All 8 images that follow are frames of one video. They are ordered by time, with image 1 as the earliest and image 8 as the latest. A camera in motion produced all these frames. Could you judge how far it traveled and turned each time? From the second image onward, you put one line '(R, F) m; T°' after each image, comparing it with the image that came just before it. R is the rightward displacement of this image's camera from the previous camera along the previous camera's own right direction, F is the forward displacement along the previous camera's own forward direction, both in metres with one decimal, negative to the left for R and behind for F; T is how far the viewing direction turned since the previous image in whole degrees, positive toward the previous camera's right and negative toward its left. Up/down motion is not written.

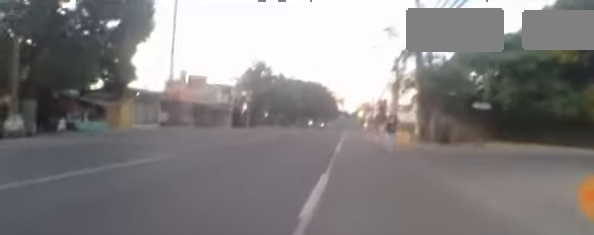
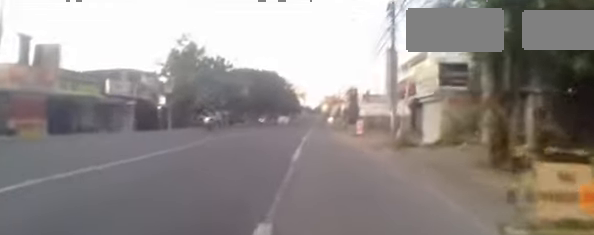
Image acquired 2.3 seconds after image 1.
(-0.5, +13.7) m; -8°
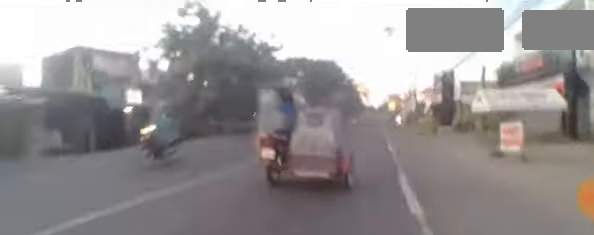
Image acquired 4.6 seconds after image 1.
(+0.1, +14.3) m; +4°
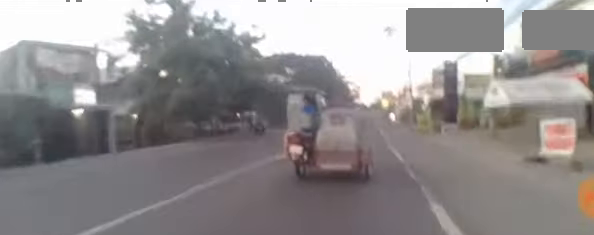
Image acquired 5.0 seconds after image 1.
(+0.1, +2.9) m; -1°
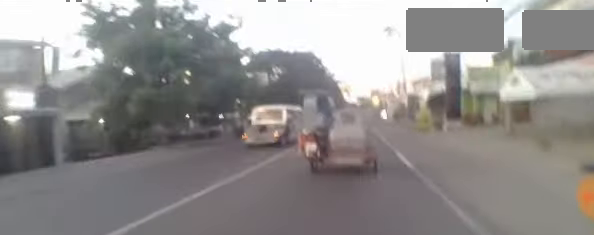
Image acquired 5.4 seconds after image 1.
(+0.2, +2.9) m; -1°
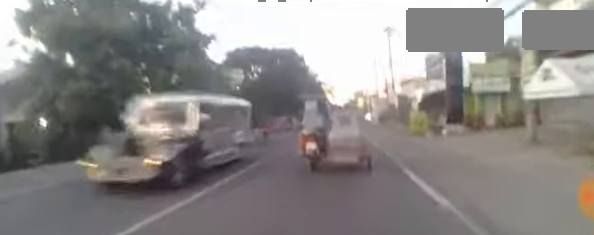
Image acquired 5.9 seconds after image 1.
(-0.2, +3.7) m; 0°
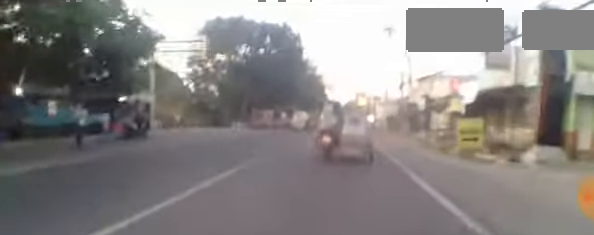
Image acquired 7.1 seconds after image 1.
(+0.1, +9.9) m; +6°
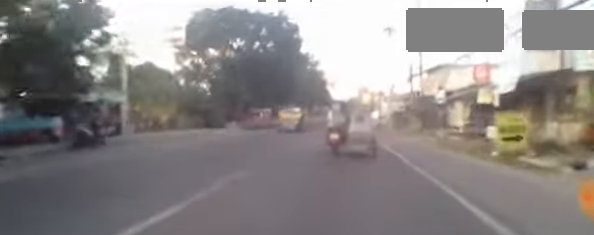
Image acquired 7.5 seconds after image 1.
(0.0, +3.3) m; +2°
